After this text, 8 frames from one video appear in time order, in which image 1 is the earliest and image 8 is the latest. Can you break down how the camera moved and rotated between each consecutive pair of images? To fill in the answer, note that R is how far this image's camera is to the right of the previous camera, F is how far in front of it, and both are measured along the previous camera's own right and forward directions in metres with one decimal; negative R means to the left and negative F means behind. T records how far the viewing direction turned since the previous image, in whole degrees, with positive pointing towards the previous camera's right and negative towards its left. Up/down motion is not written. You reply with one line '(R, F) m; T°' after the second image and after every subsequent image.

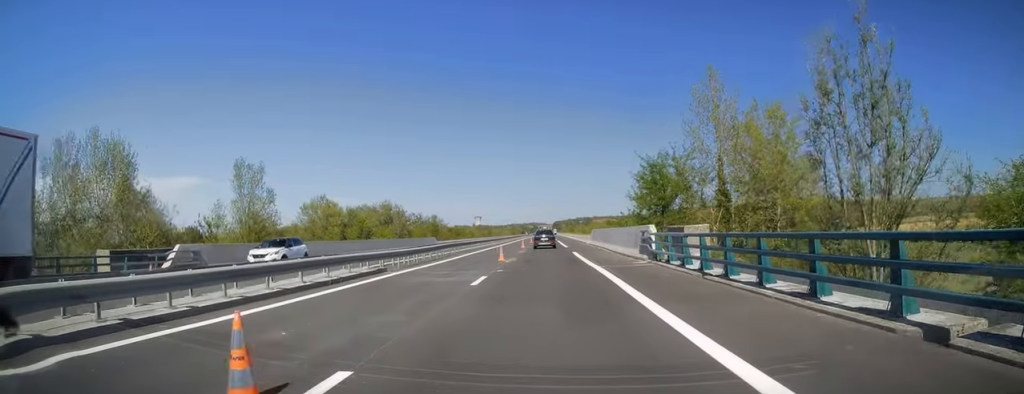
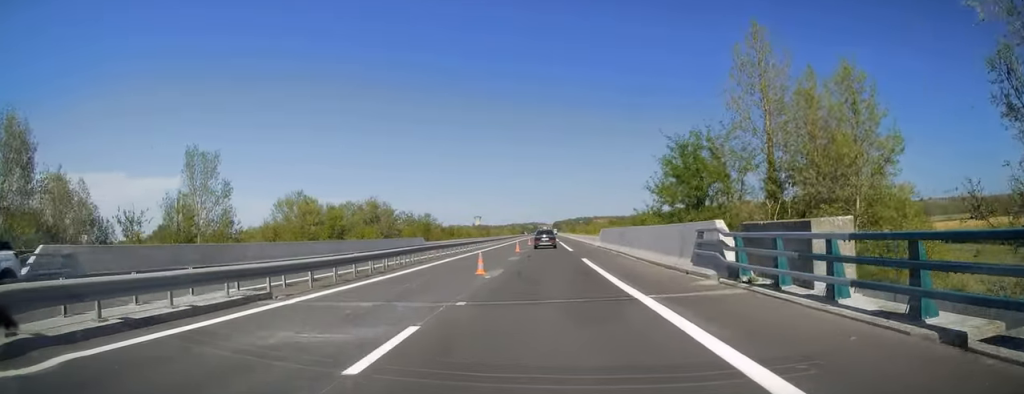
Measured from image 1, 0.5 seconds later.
(+0.2, +10.0) m; 0°
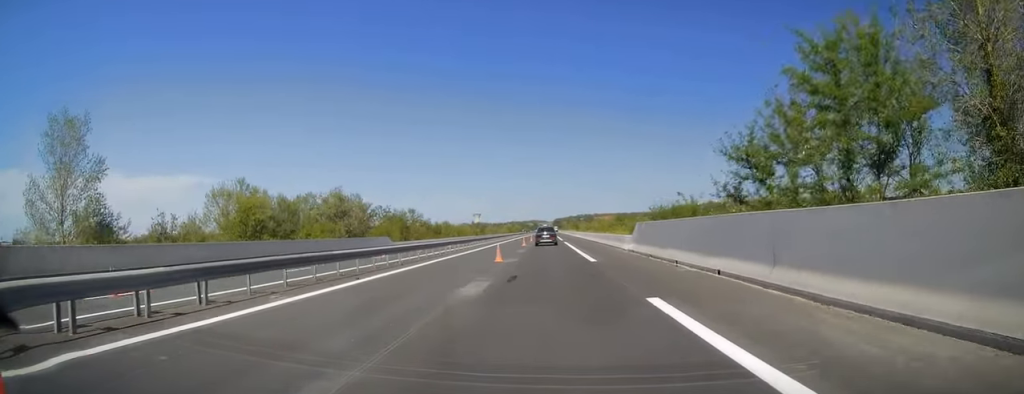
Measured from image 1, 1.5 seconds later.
(-0.3, +19.1) m; 0°
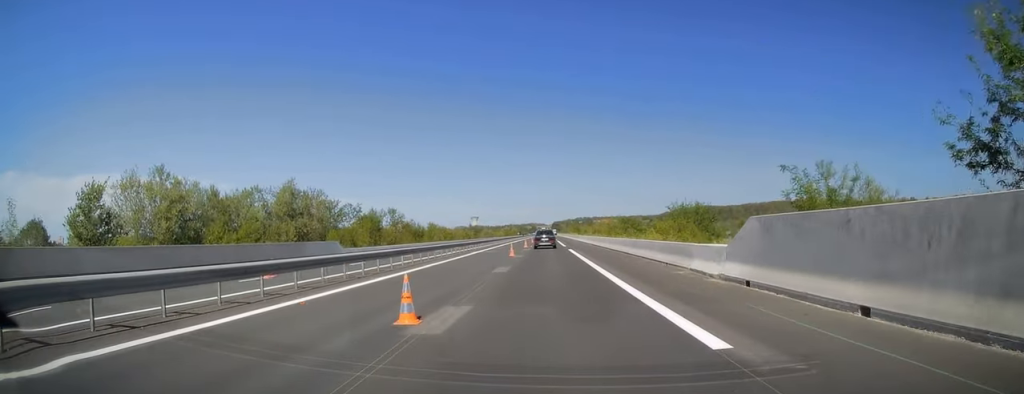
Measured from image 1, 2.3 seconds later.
(+0.3, +17.4) m; +1°
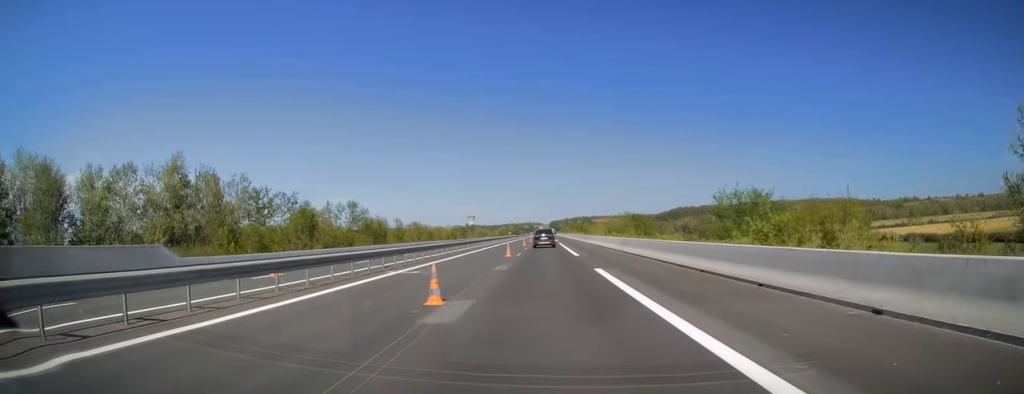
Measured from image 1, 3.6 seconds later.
(+0.1, +25.1) m; 0°
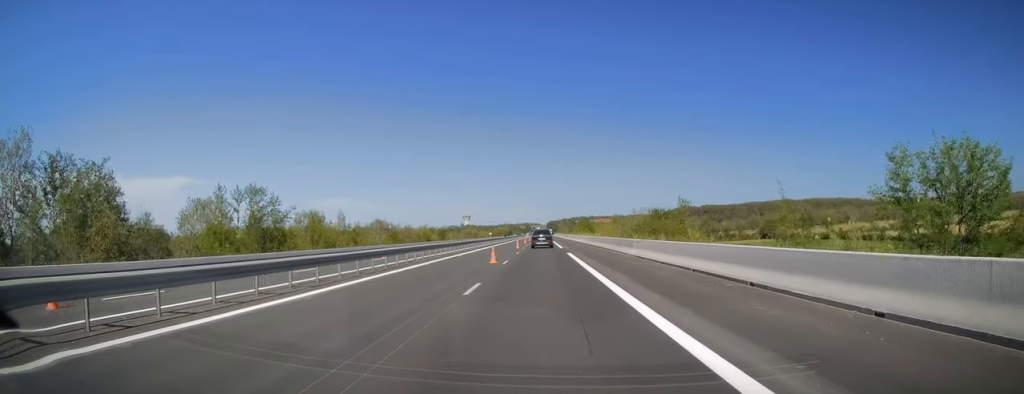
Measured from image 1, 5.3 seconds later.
(-0.6, +34.8) m; -1°
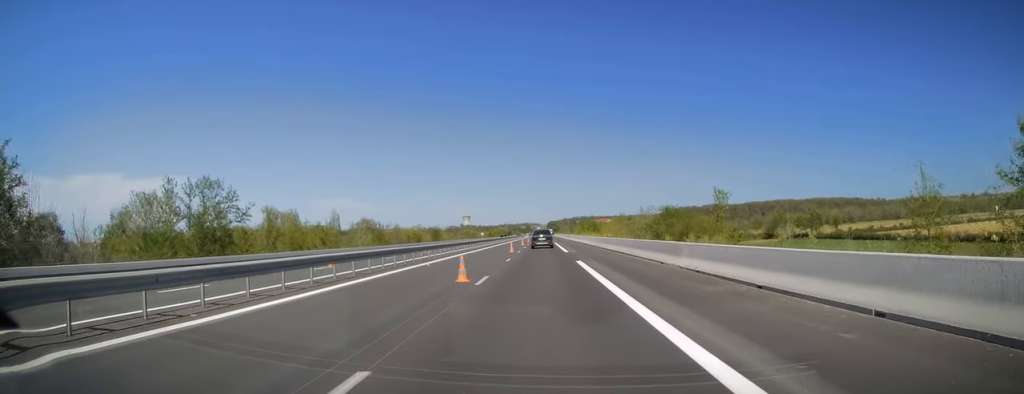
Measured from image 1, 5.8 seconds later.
(0.0, +10.4) m; 0°
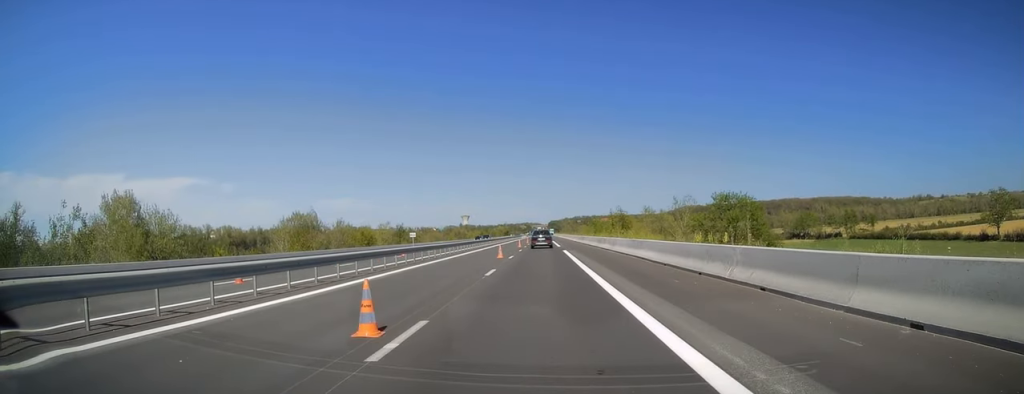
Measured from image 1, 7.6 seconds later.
(+0.6, +35.4) m; +1°
